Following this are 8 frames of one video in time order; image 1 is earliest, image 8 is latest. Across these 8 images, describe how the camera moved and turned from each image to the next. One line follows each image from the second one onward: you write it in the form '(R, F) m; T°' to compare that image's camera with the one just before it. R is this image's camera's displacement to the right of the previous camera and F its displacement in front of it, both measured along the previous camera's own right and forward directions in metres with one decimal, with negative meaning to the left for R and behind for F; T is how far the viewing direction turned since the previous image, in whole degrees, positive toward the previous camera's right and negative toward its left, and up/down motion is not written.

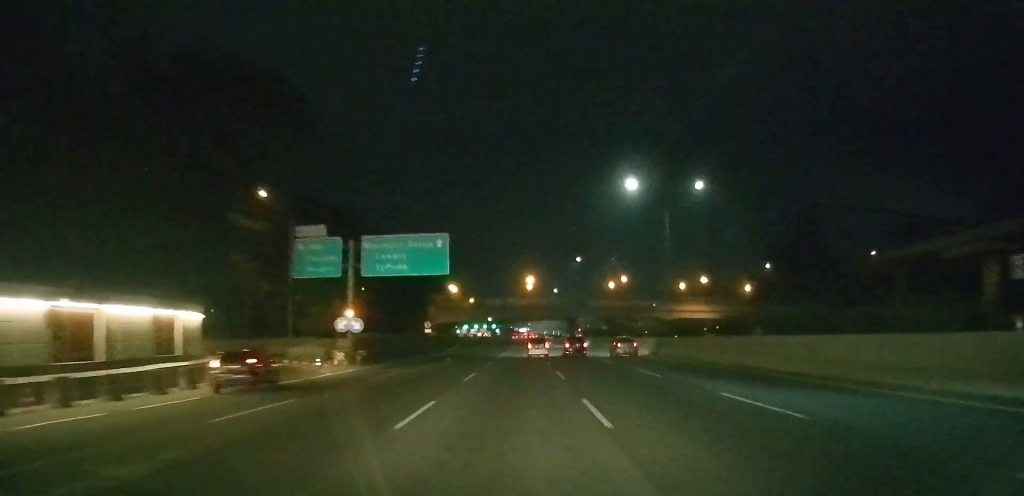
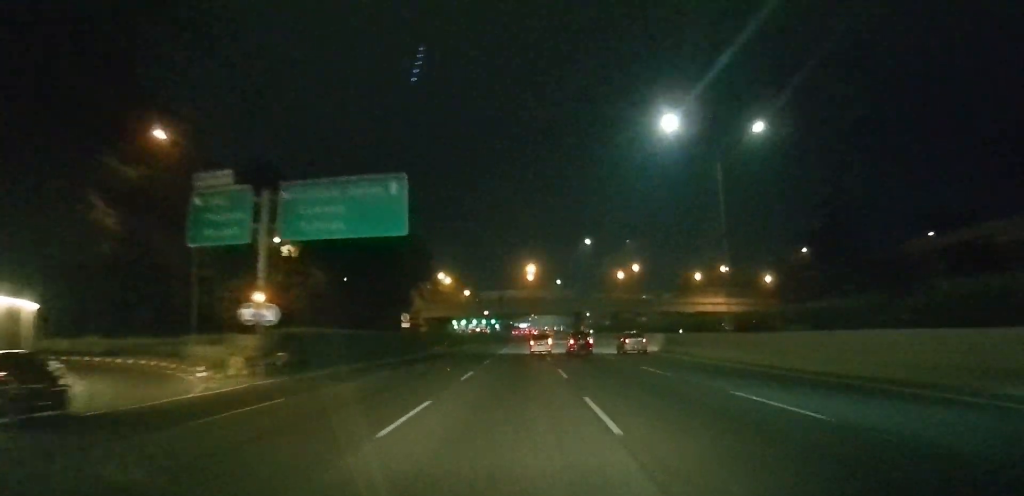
(0.0, +13.1) m; 0°
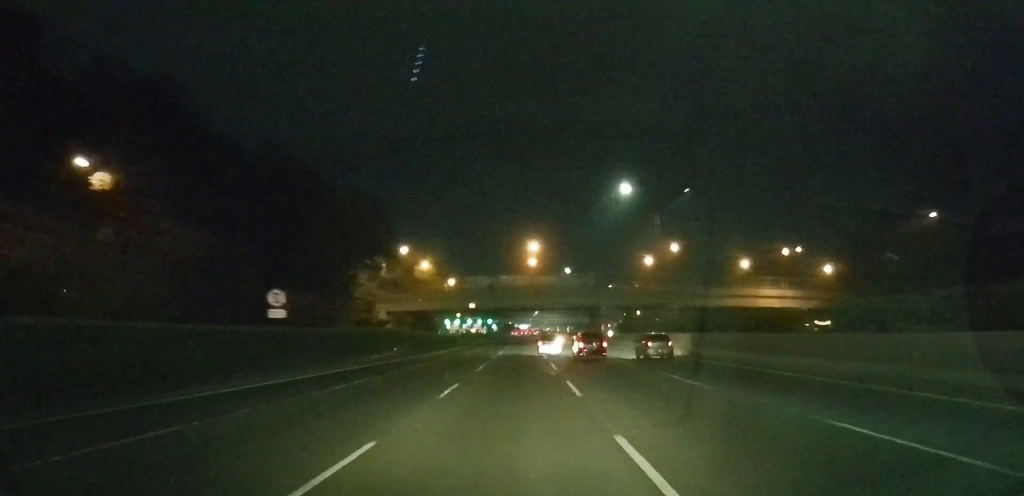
(0.0, +30.5) m; 0°
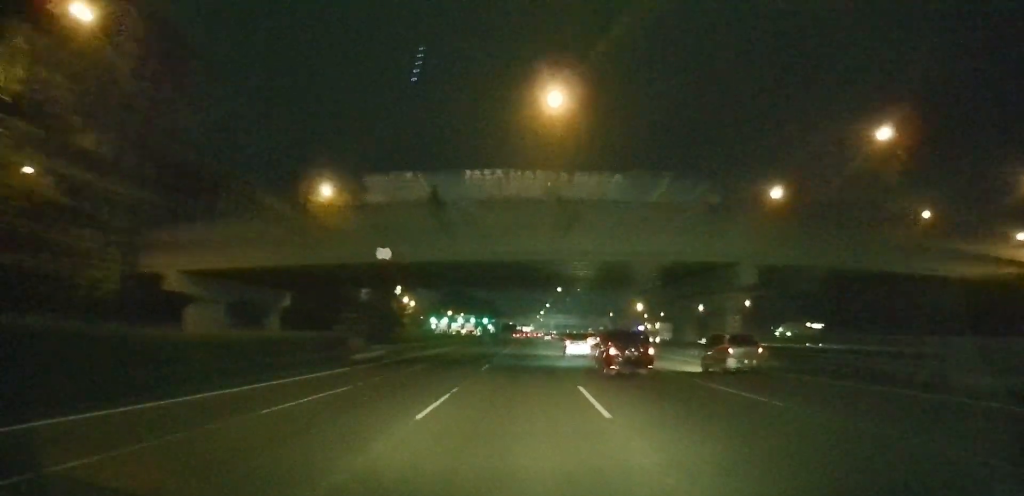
(0.0, +56.7) m; 0°
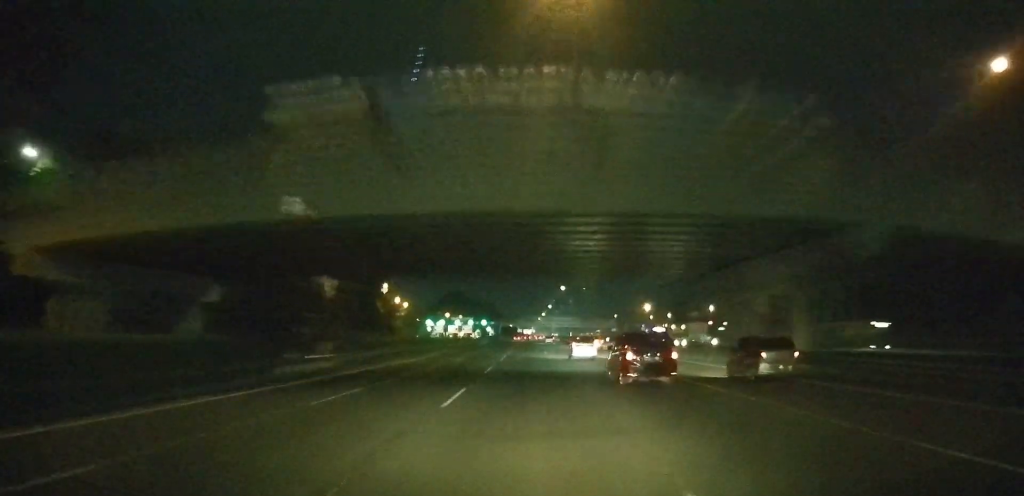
(0.0, +12.9) m; 0°
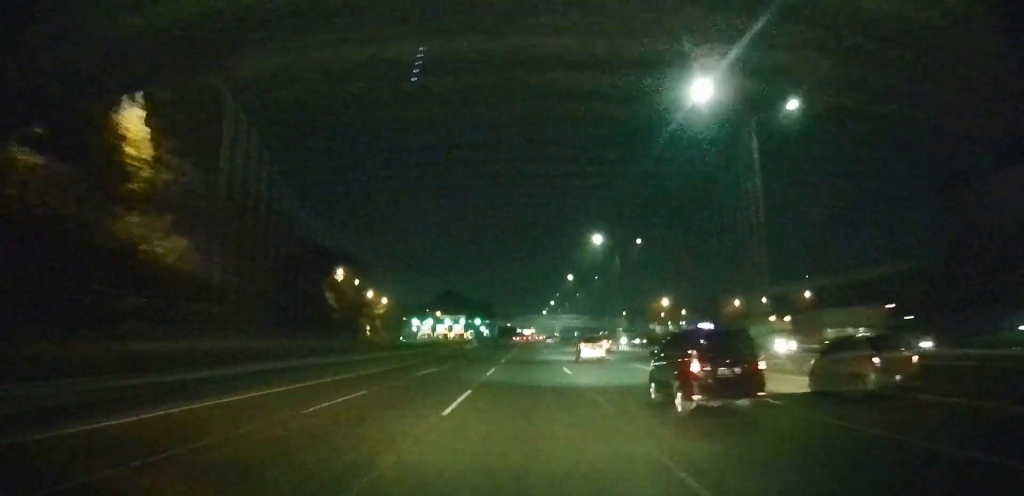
(0.0, +29.0) m; 0°
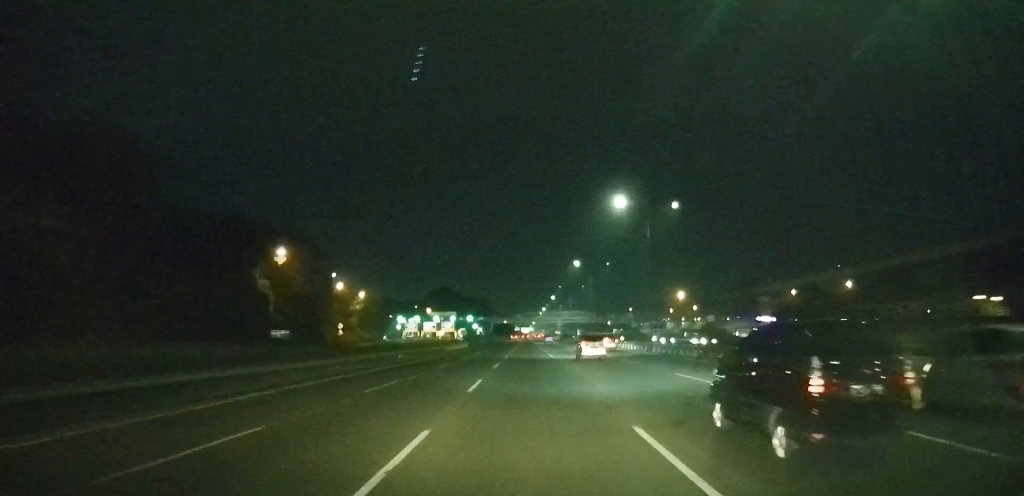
(0.0, +22.3) m; 0°
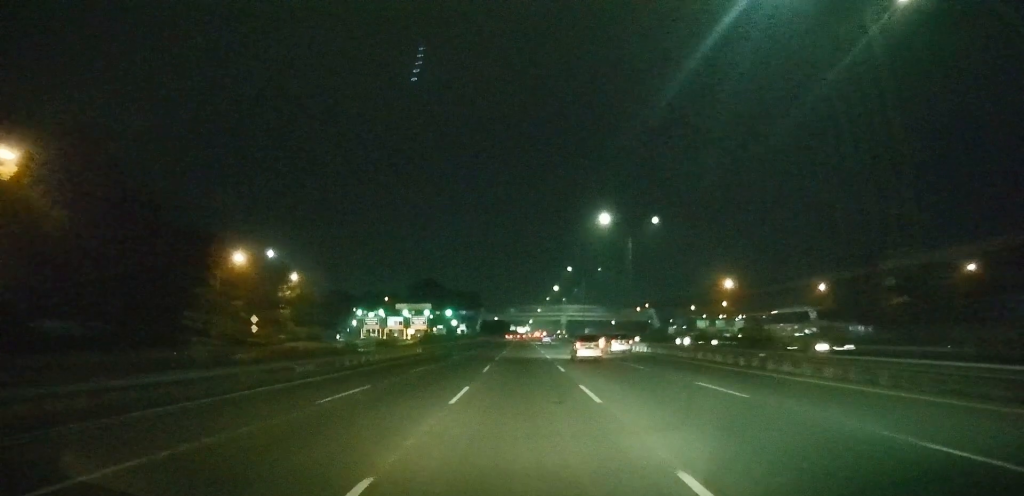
(+0.2, +43.2) m; 0°
